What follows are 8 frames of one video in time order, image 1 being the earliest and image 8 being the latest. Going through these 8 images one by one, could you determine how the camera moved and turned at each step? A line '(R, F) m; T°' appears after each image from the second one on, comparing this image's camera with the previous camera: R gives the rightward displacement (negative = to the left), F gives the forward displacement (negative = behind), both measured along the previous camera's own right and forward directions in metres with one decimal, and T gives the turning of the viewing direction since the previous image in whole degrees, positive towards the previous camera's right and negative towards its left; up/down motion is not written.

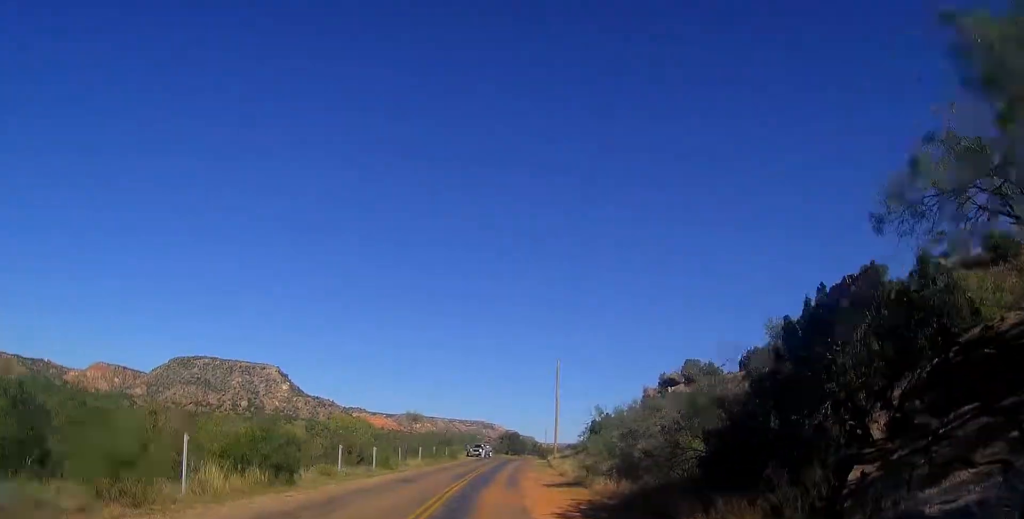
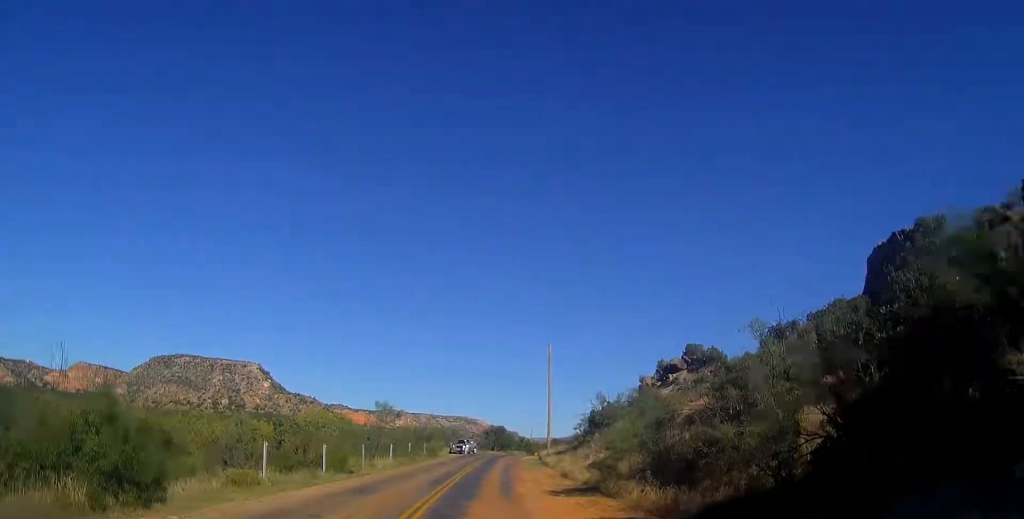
(+0.3, +7.2) m; +3°
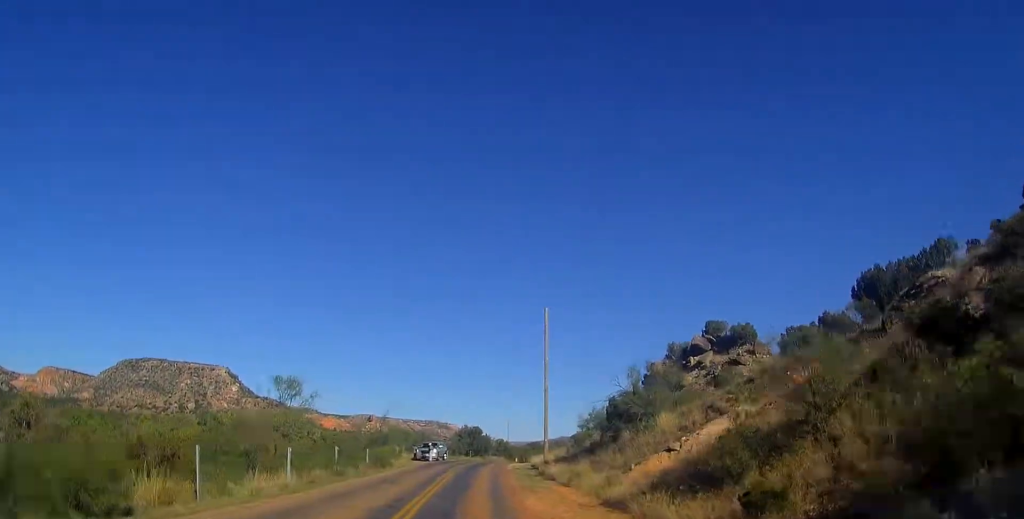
(+0.9, +15.2) m; +5°
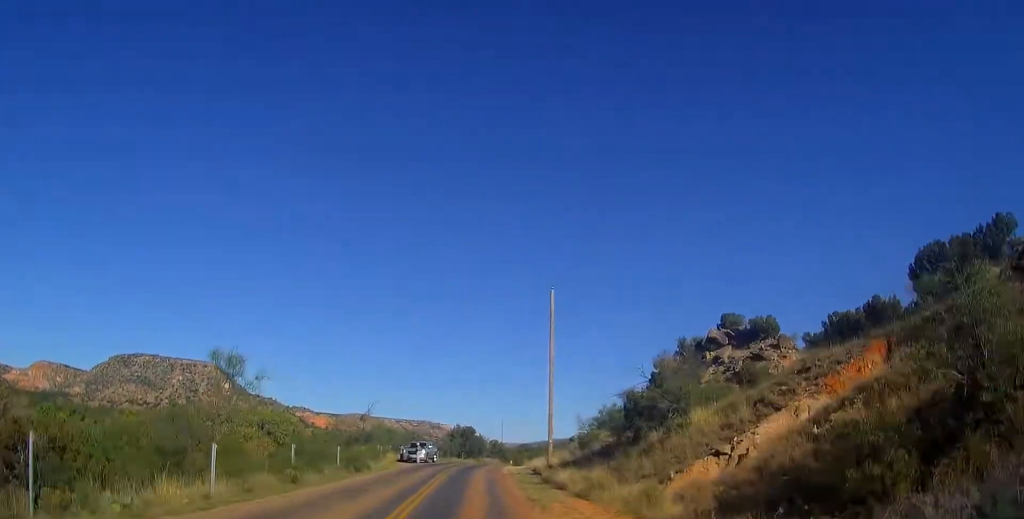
(+0.1, +5.3) m; 0°
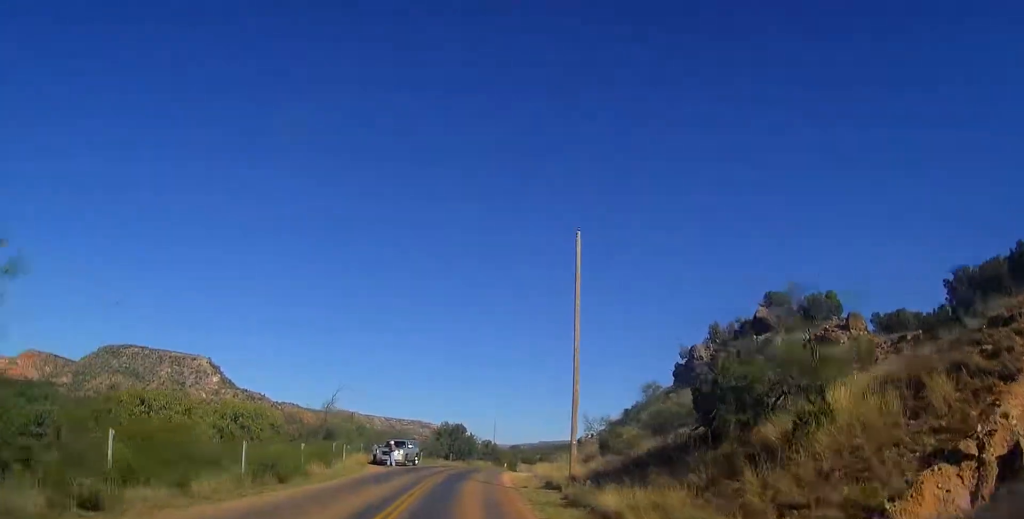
(+0.1, +10.1) m; -2°
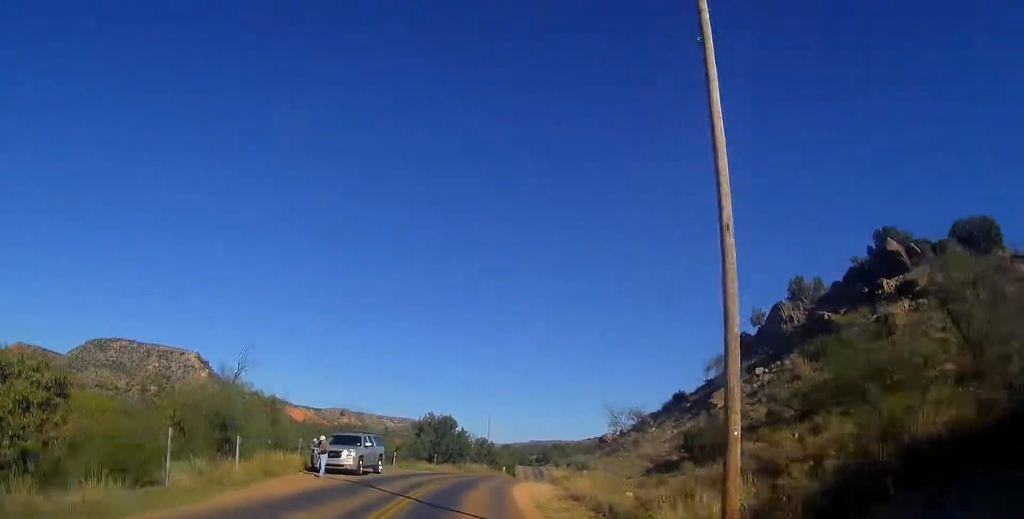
(-0.7, +14.9) m; 0°
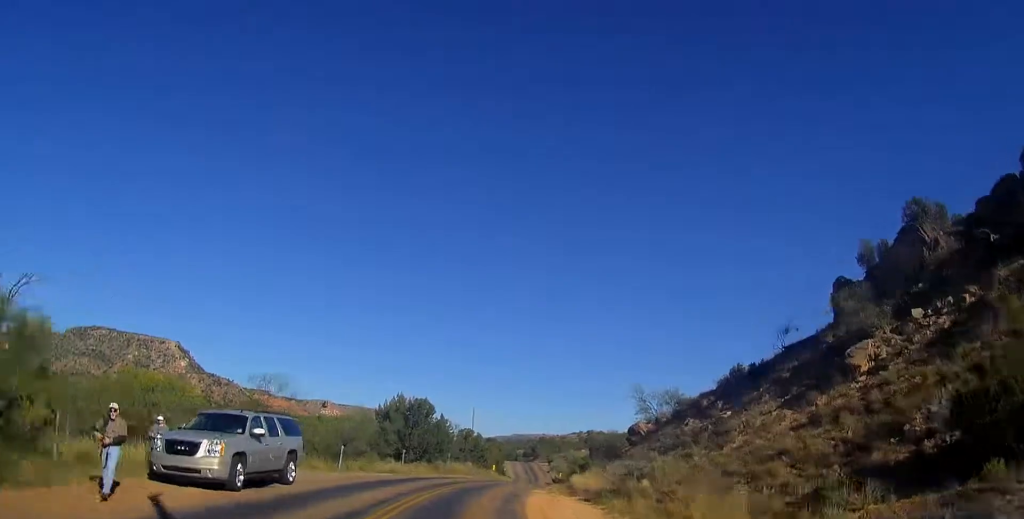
(+0.7, +13.4) m; +6°
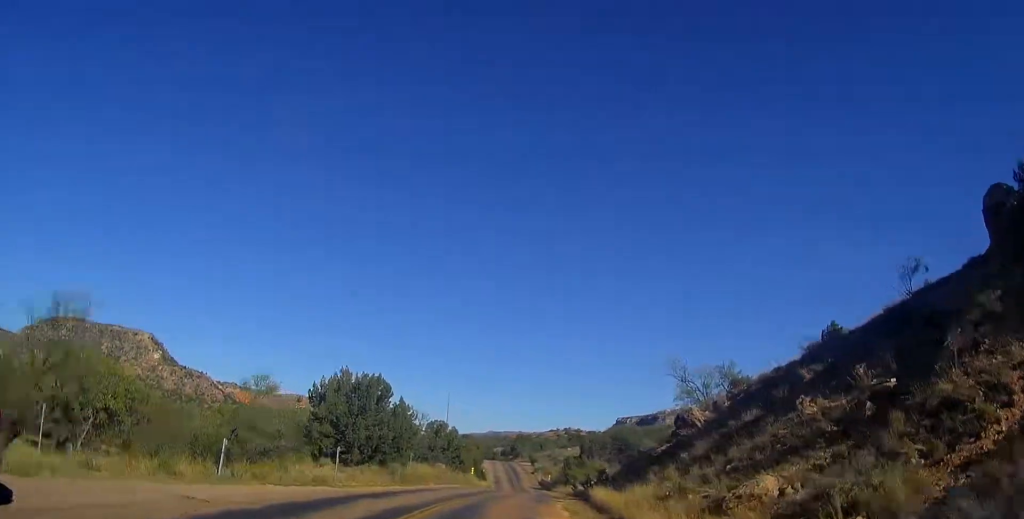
(+0.6, +11.8) m; +3°
